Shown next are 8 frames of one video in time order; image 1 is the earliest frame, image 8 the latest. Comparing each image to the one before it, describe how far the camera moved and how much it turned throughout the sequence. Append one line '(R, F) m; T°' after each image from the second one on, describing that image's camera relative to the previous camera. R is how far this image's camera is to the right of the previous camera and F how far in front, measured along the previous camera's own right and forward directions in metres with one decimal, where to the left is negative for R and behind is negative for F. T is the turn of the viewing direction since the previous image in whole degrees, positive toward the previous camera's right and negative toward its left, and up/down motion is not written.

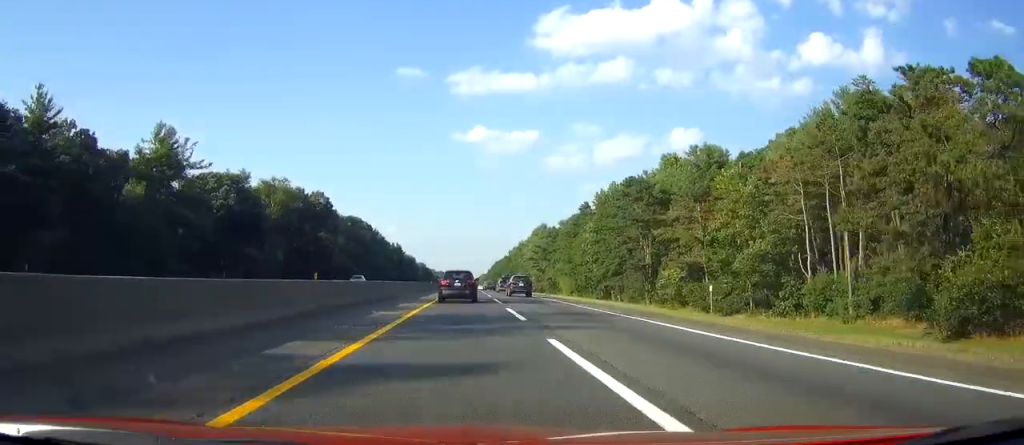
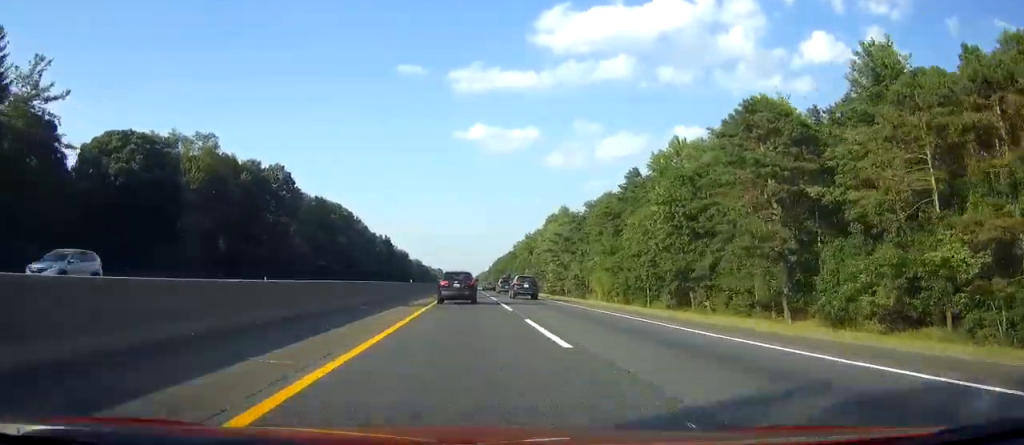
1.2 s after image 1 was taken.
(-0.1, +38.4) m; 0°
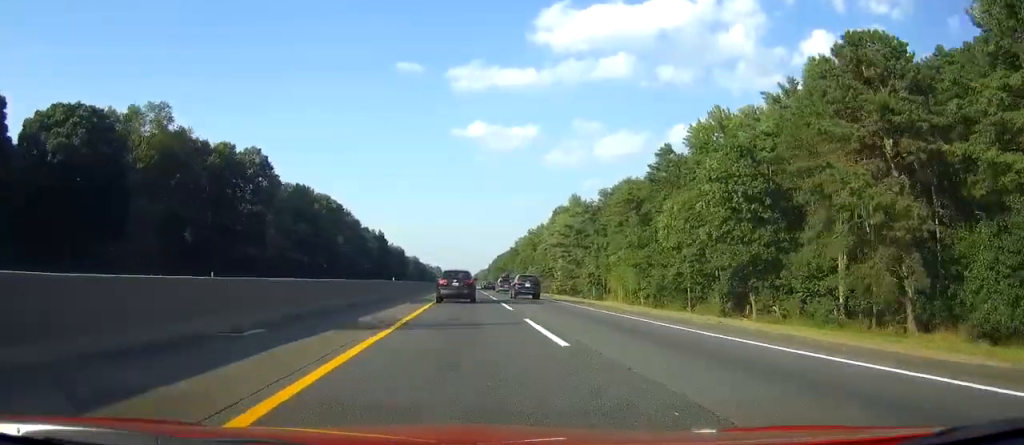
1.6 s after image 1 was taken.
(+0.2, +15.4) m; 0°
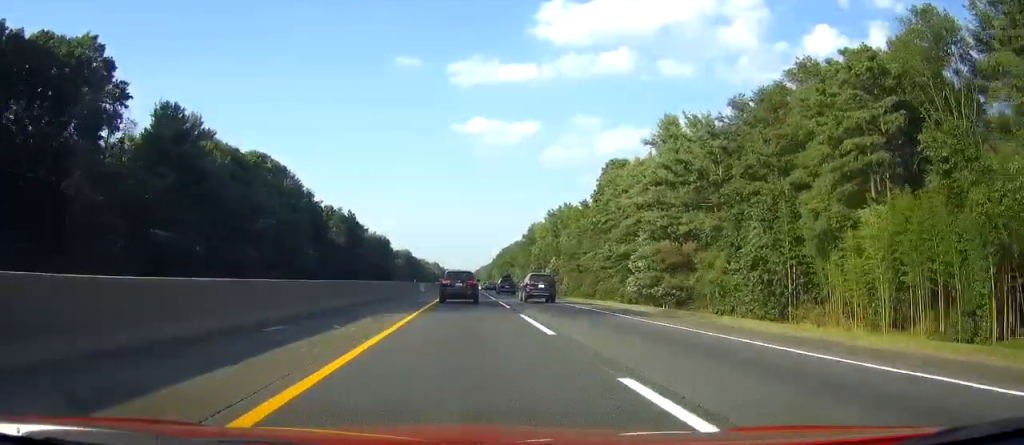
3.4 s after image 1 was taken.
(+0.1, +59.5) m; 0°
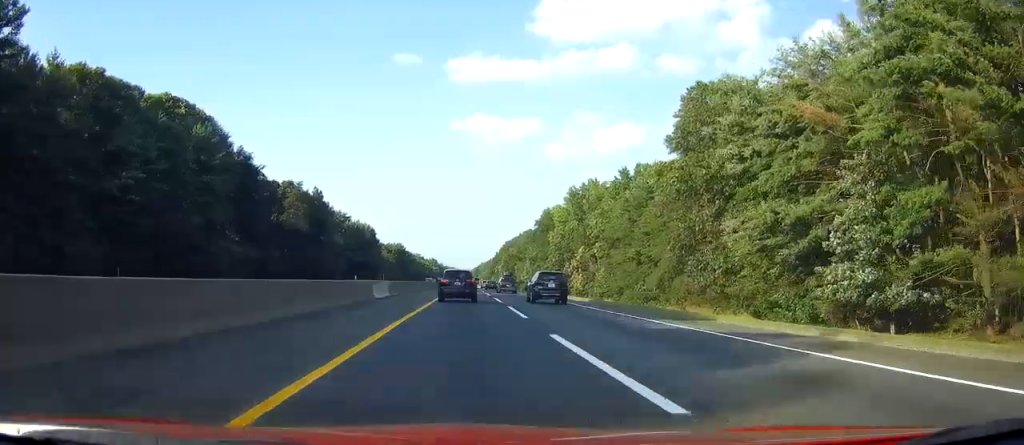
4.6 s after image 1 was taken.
(-0.3, +39.6) m; -1°
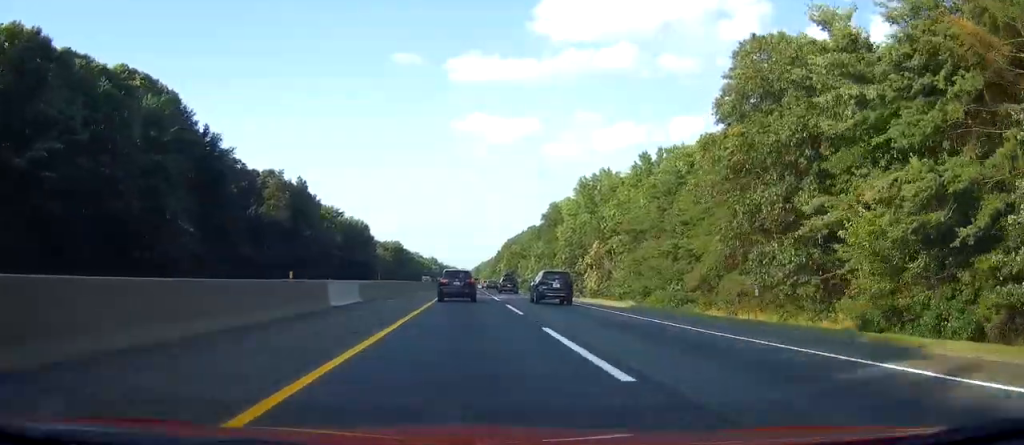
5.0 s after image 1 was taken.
(0.0, +13.2) m; 0°
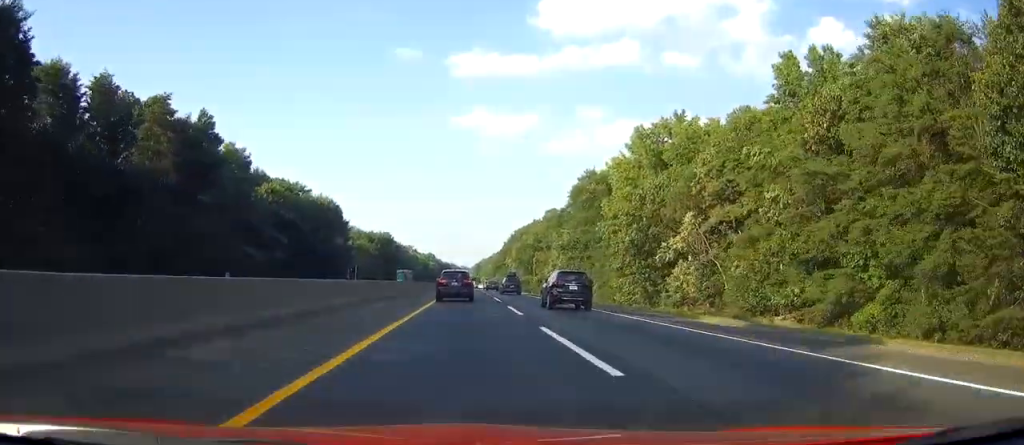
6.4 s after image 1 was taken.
(-0.1, +46.2) m; 0°
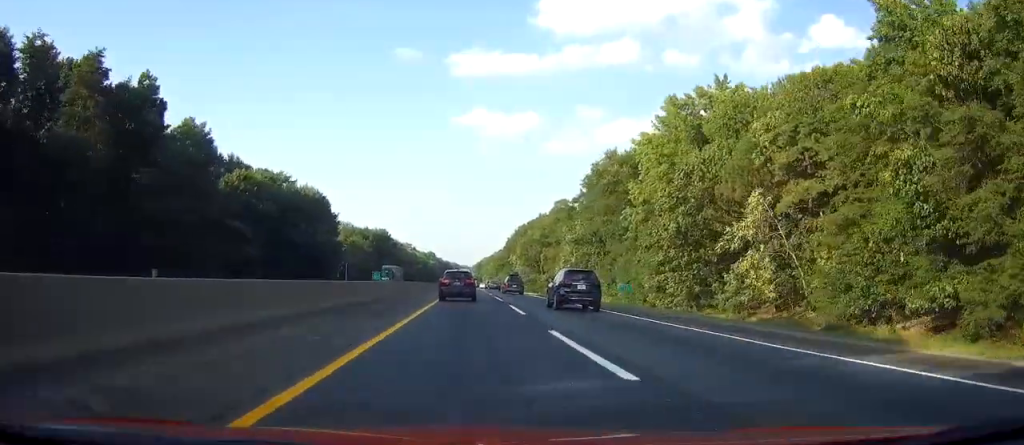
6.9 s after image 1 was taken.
(0.0, +15.4) m; 0°
